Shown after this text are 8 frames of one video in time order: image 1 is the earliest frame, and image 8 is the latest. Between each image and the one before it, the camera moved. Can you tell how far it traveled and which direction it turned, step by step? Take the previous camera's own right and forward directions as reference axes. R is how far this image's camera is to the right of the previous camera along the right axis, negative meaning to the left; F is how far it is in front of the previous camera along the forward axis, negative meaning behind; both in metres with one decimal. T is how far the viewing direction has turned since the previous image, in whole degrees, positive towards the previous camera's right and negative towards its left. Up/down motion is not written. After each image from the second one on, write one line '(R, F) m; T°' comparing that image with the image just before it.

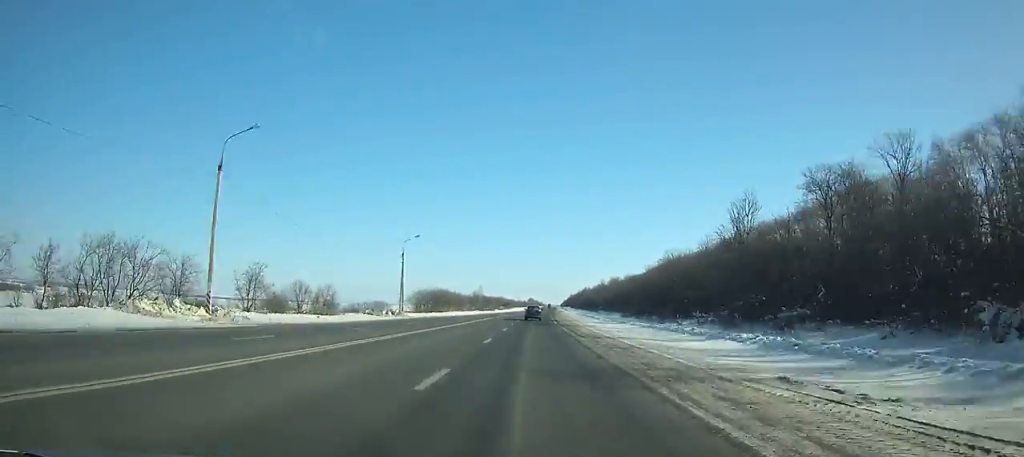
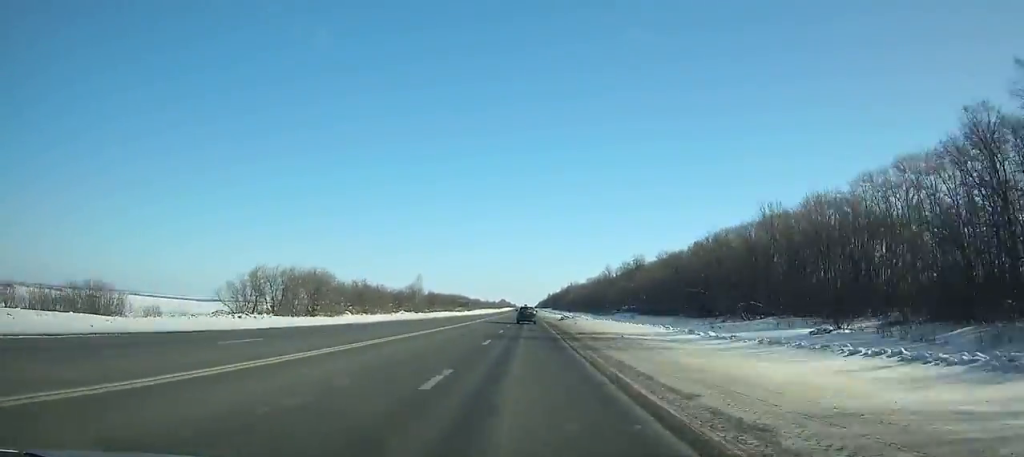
(+3.0, +130.4) m; +2°
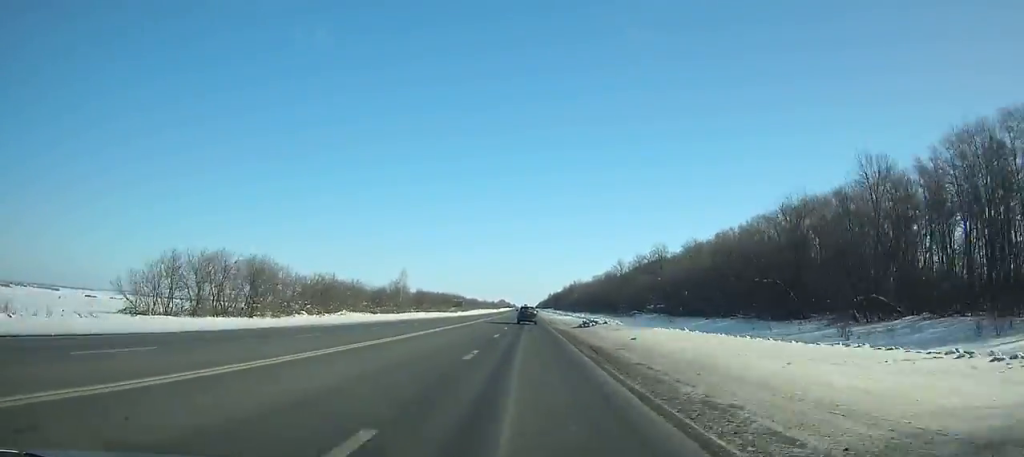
(+0.1, +29.9) m; 0°
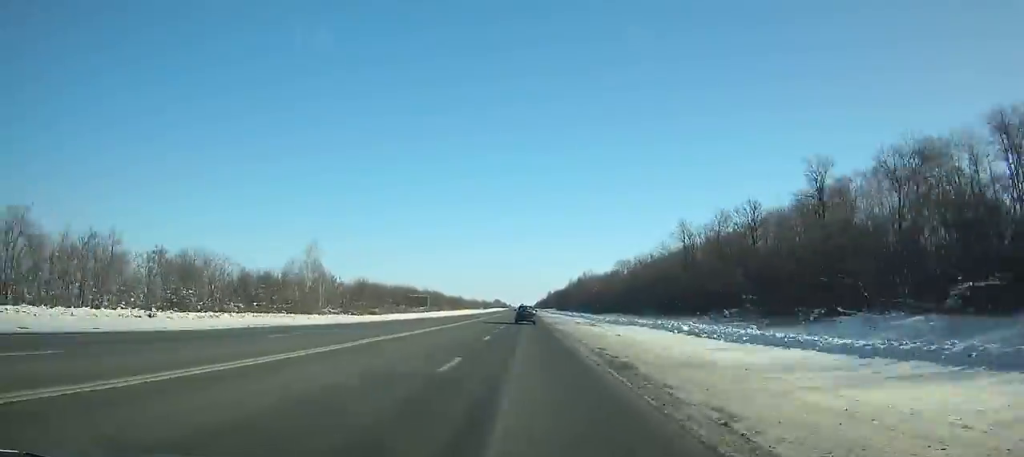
(+0.4, +86.6) m; 0°
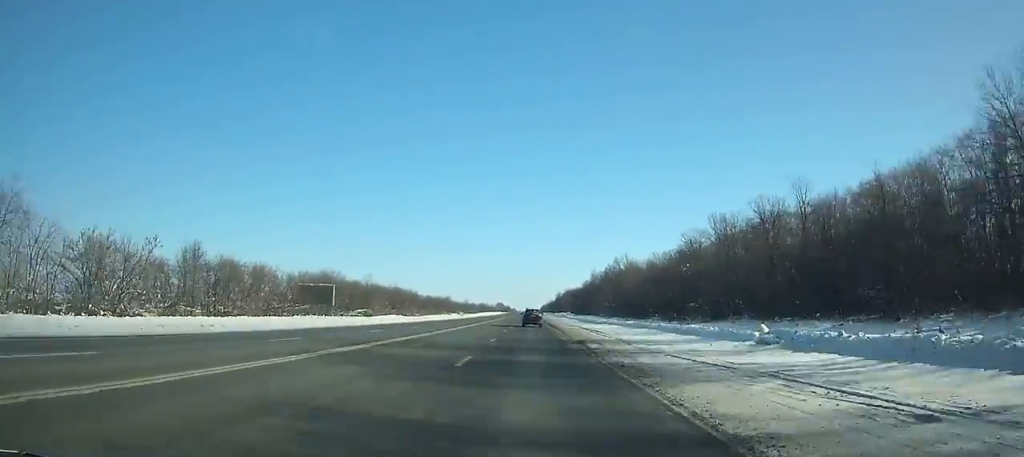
(-0.2, +93.4) m; 0°
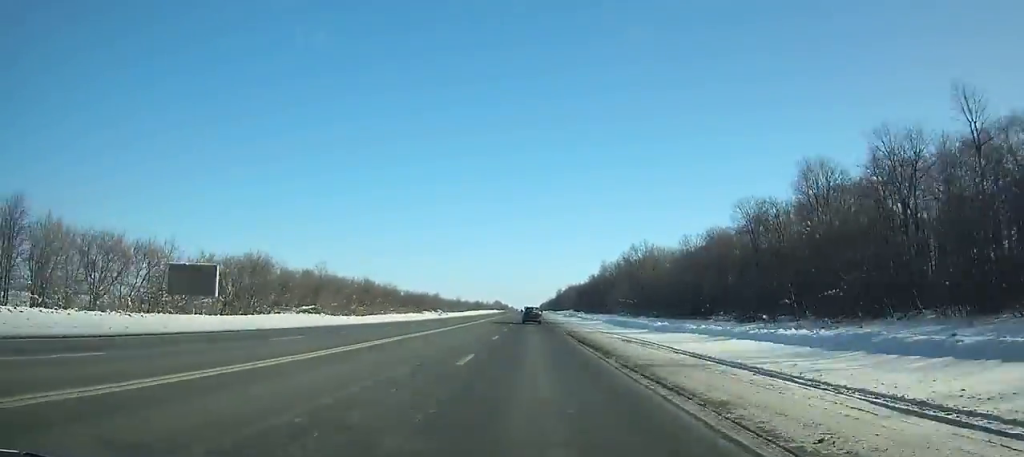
(-0.1, +34.4) m; 0°
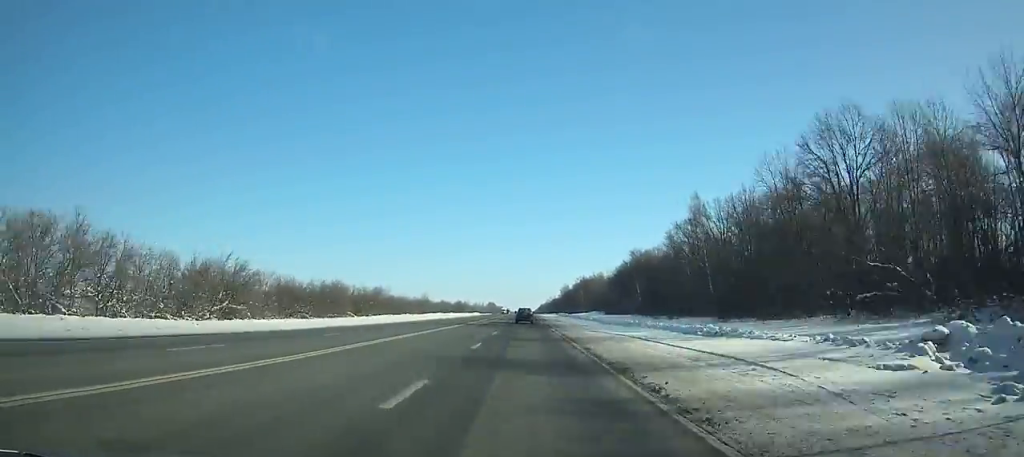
(0.0, +113.1) m; 0°
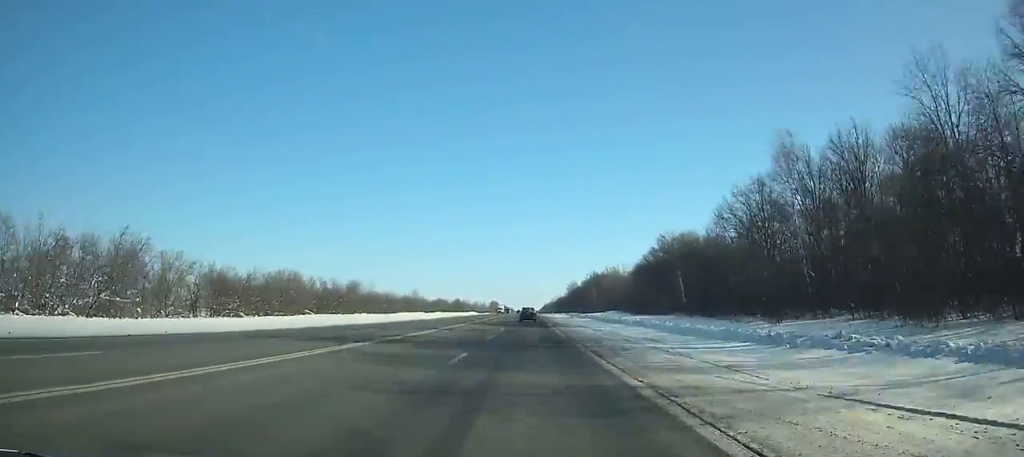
(-0.1, +29.8) m; 0°
